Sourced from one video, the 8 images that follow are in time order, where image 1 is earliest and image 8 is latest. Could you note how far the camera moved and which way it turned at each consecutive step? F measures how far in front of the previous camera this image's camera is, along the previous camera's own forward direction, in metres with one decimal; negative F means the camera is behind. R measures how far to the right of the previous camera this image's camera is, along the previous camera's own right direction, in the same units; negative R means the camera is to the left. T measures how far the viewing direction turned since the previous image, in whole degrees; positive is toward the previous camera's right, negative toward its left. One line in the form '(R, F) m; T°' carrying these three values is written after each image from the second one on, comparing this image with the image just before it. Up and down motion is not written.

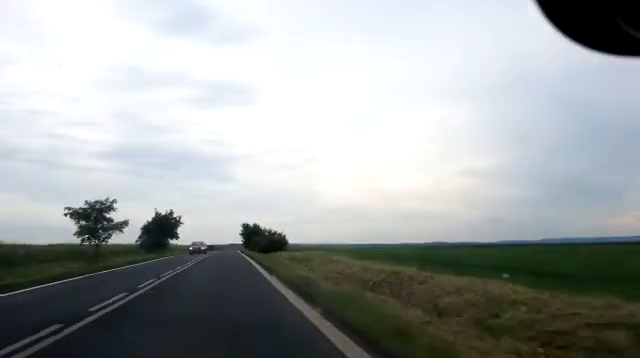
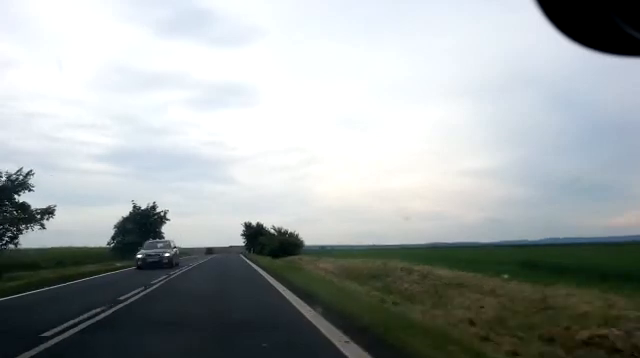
(-0.2, +15.7) m; 0°
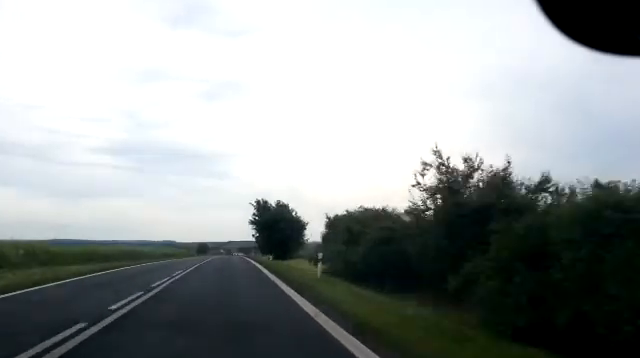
(+0.5, +51.9) m; +1°
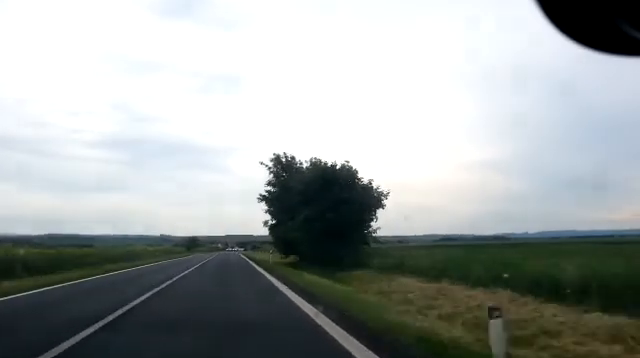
(0.0, +30.8) m; 0°
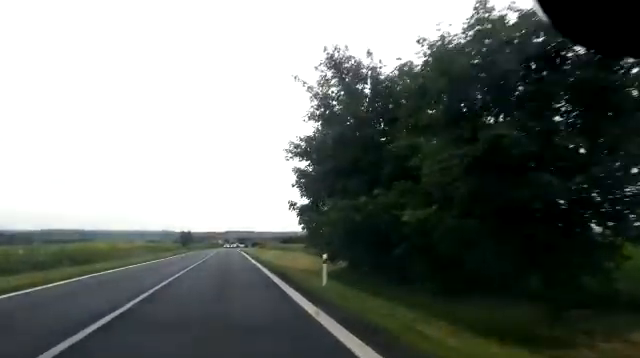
(+0.1, +18.3) m; +1°
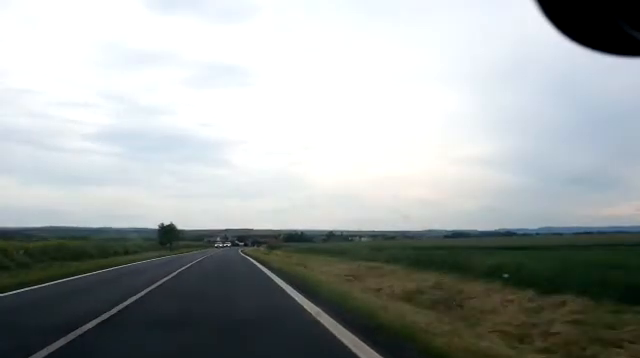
(0.0, +31.1) m; -1°
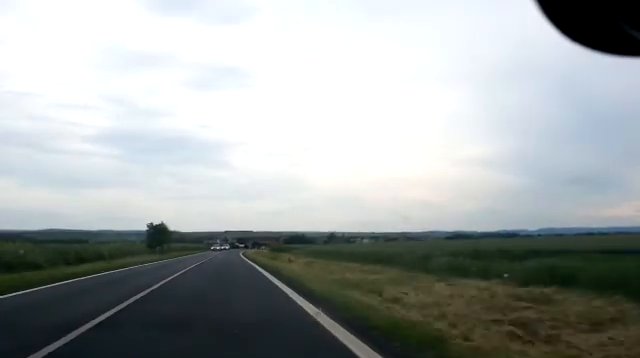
(-0.1, +11.2) m; 0°
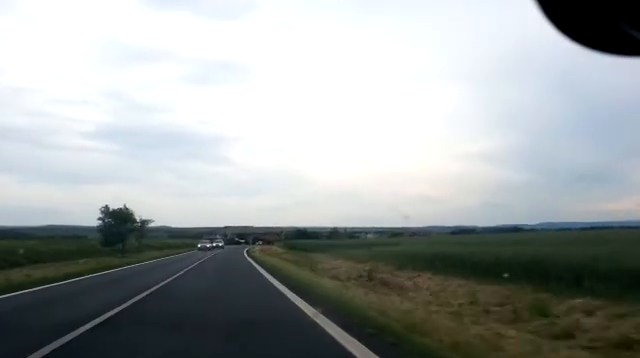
(-0.1, +24.8) m; 0°
